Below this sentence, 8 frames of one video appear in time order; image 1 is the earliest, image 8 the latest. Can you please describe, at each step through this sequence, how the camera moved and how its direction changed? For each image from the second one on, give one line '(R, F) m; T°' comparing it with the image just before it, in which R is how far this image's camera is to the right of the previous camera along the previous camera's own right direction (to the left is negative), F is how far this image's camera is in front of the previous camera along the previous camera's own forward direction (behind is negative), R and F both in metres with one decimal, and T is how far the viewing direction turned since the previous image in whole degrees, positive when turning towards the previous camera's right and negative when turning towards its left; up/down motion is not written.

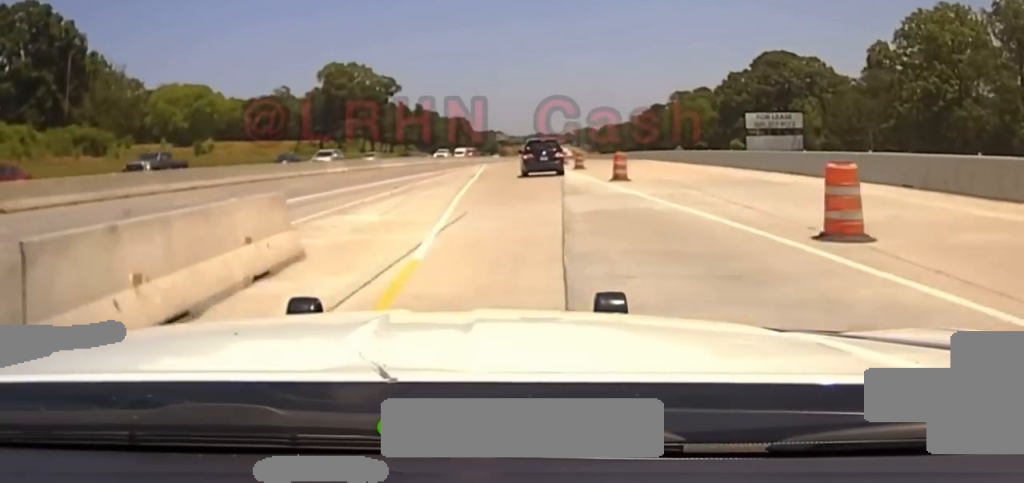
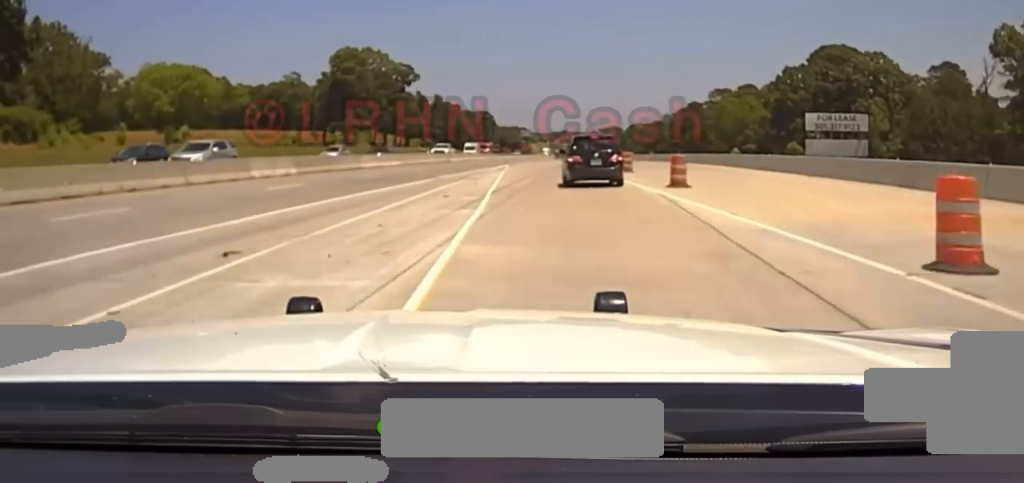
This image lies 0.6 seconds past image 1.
(0.0, +25.1) m; 0°
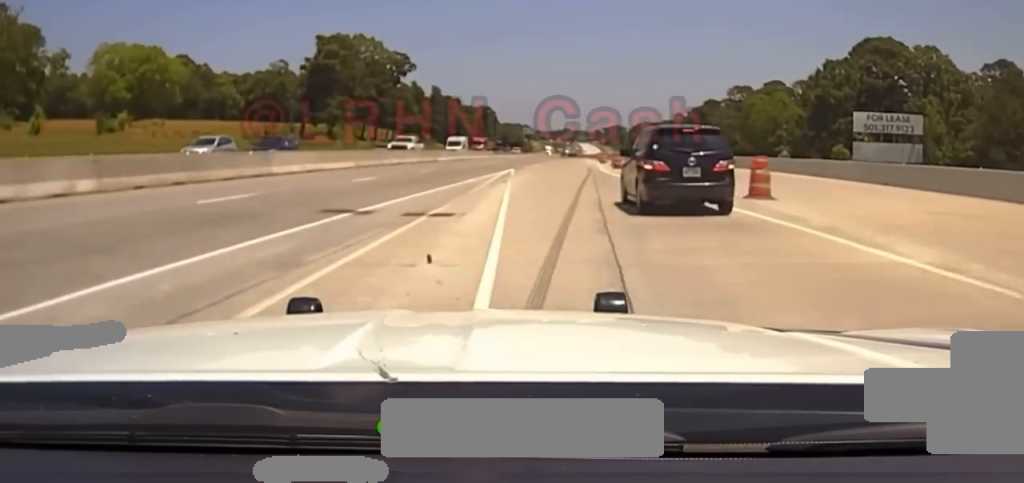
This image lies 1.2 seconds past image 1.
(-0.1, +20.4) m; 0°
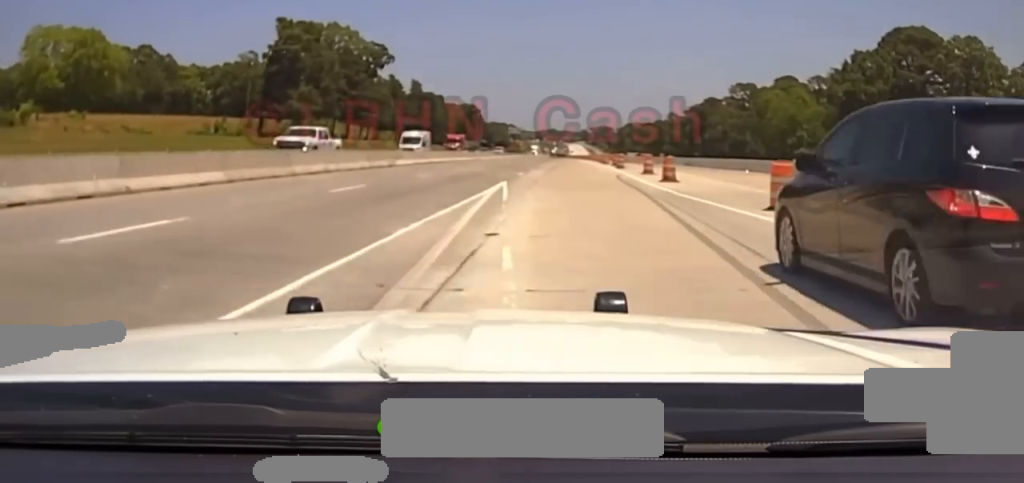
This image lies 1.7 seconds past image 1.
(0.0, +18.0) m; 0°
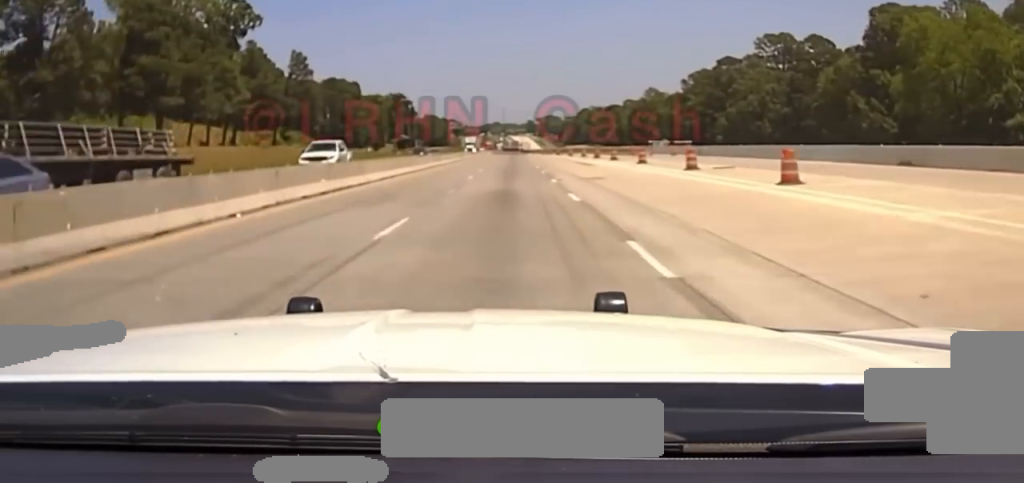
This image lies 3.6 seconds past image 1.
(+1.1, +76.4) m; +3°
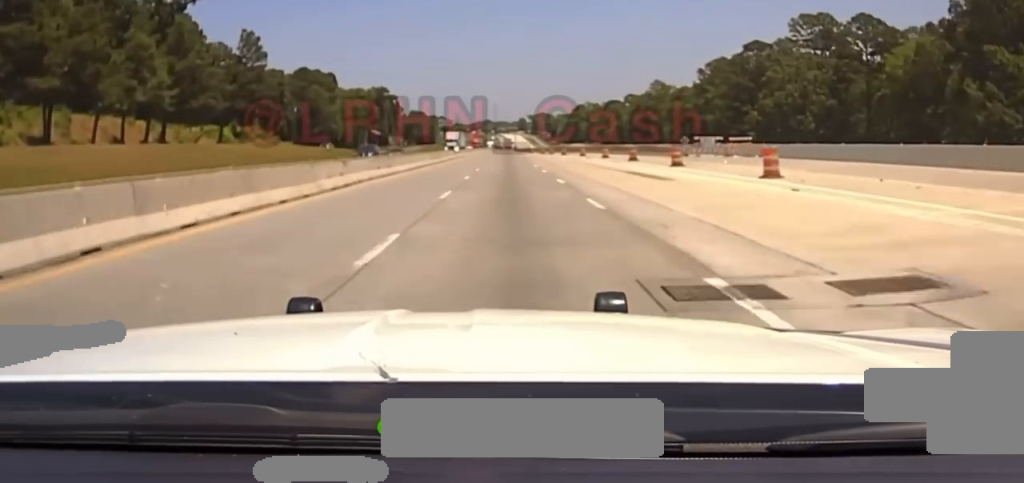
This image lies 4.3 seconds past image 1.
(+0.5, +28.2) m; +1°
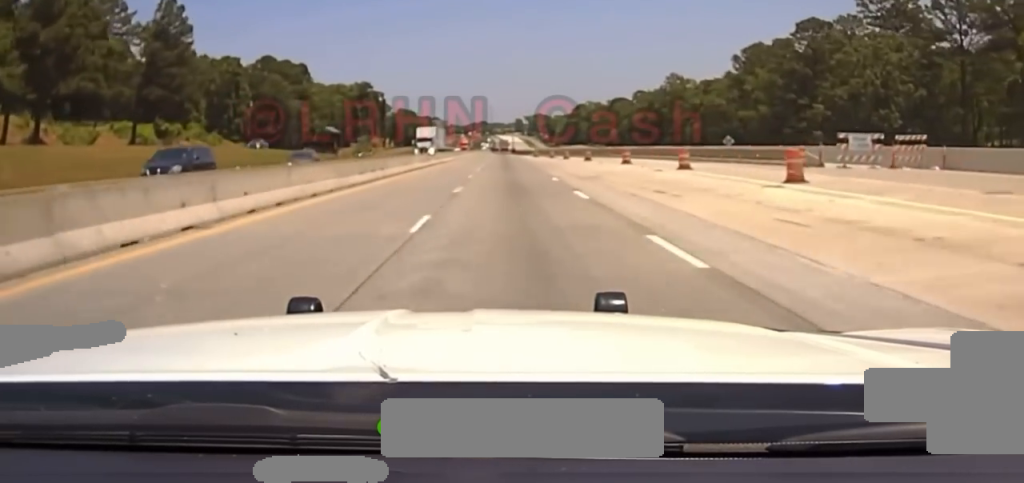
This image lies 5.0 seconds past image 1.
(+0.1, +34.6) m; 0°
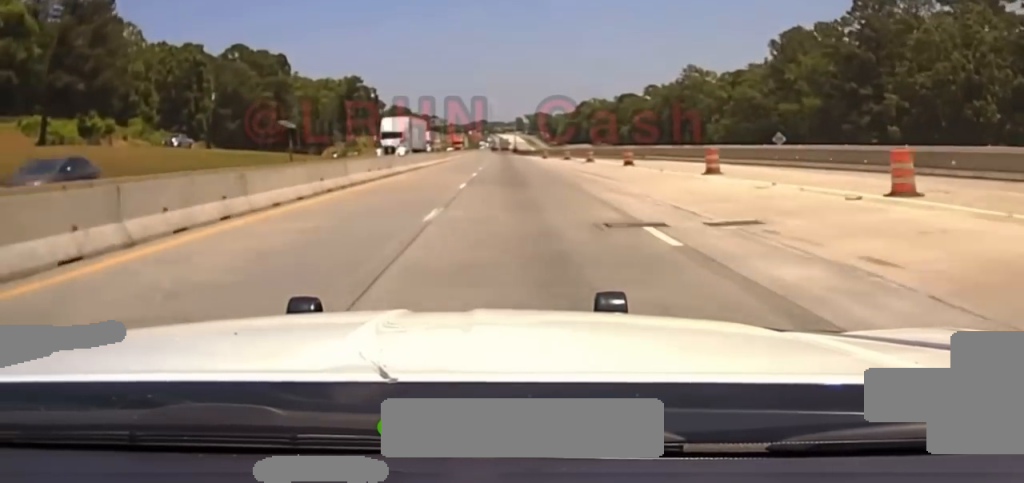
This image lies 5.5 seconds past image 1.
(-0.2, +24.6) m; 0°
